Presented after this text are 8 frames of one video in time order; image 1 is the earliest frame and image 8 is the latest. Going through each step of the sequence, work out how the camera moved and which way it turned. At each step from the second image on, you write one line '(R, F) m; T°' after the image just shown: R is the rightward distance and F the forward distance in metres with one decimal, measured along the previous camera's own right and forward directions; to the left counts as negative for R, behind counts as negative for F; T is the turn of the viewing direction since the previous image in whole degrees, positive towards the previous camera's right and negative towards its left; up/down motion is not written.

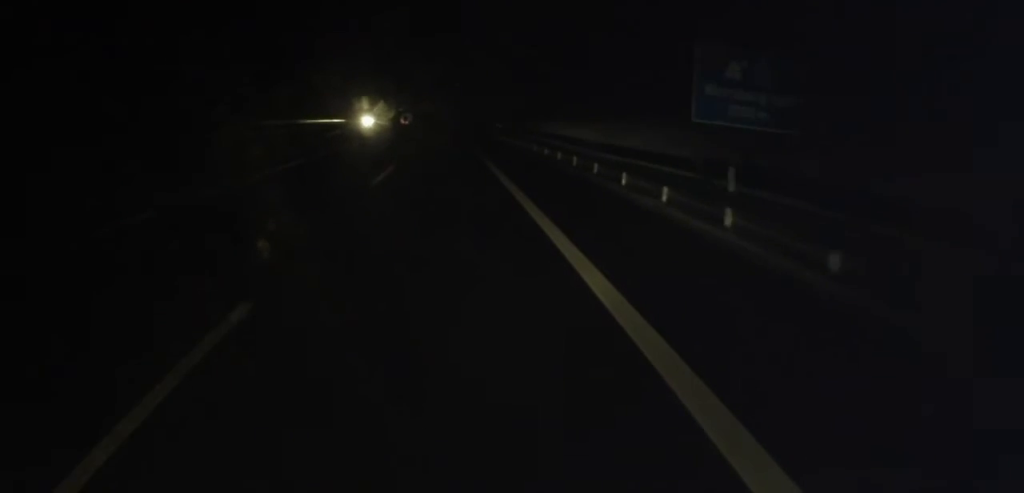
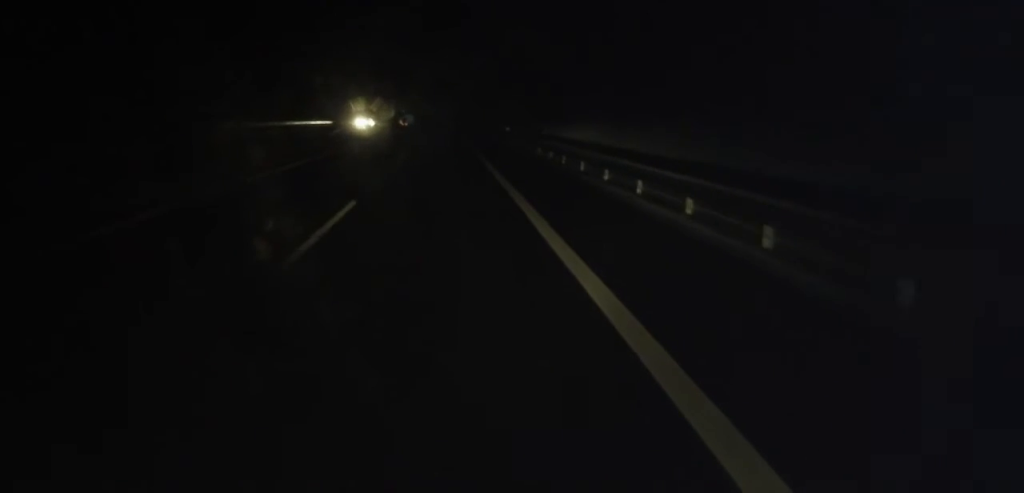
(+0.1, +9.8) m; 0°
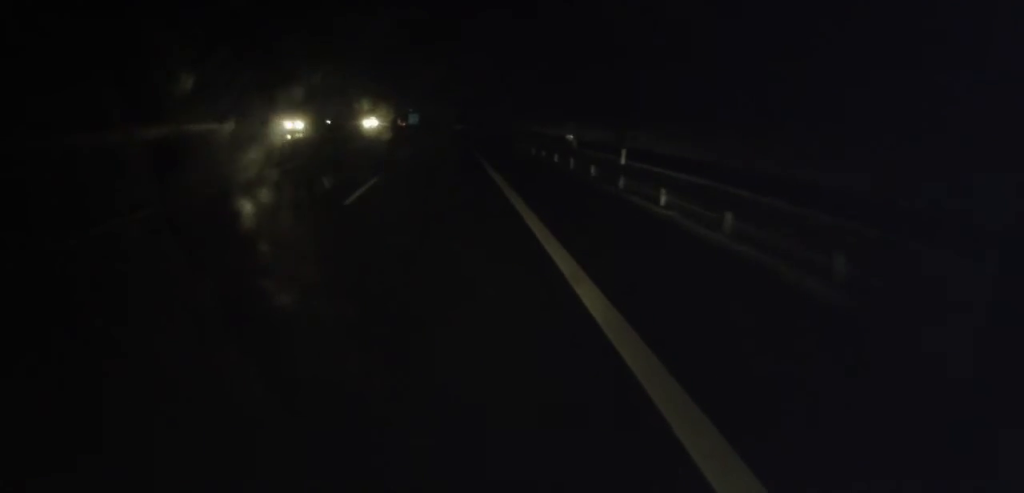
(-0.1, +30.1) m; 0°
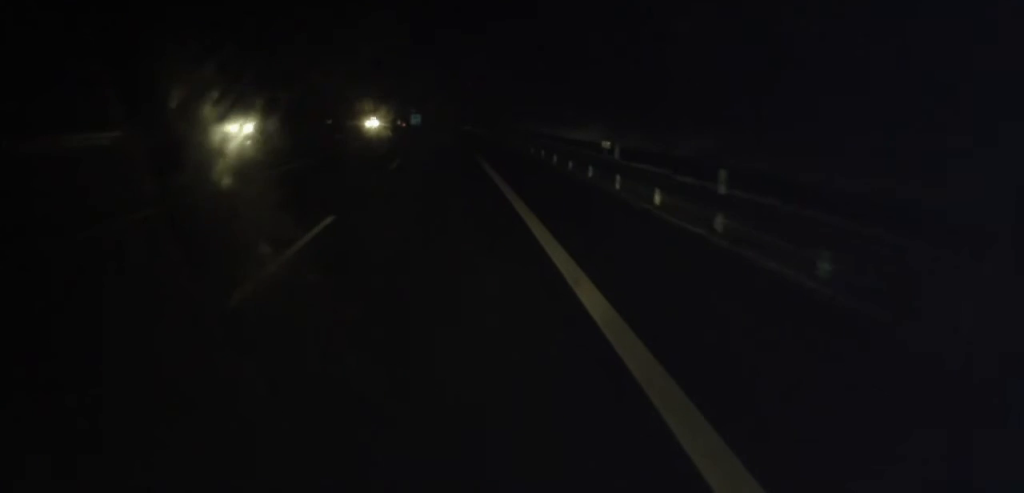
(+0.1, +7.4) m; 0°
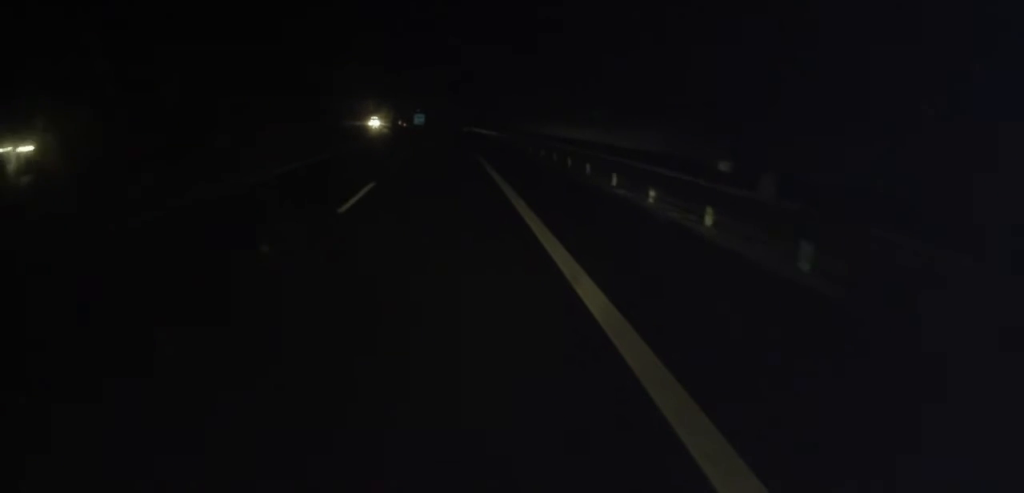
(-0.1, +11.1) m; -2°
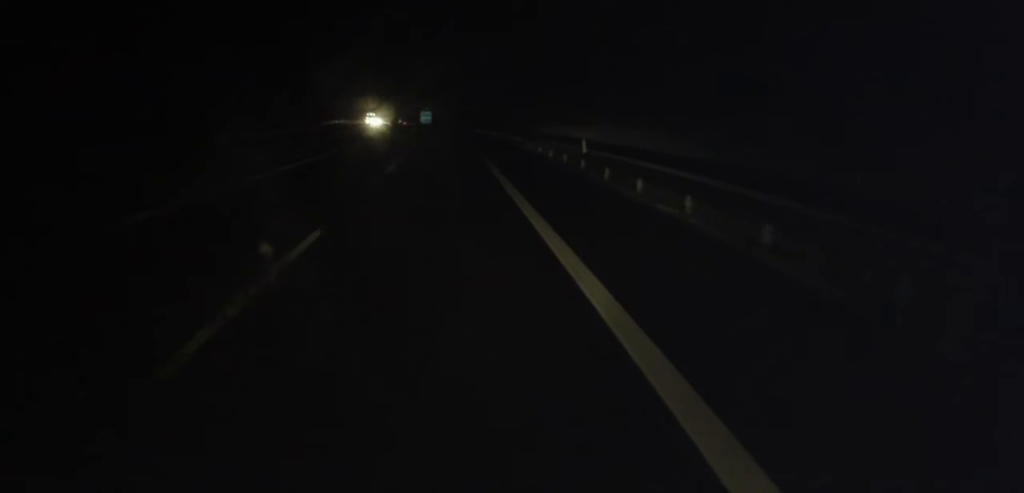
(-0.9, +25.5) m; -3°
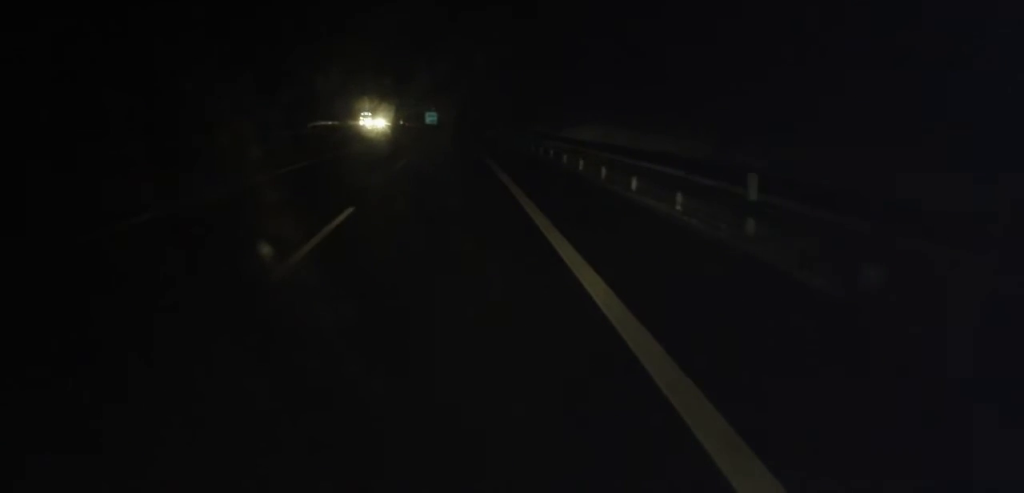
(-0.1, +14.6) m; +1°
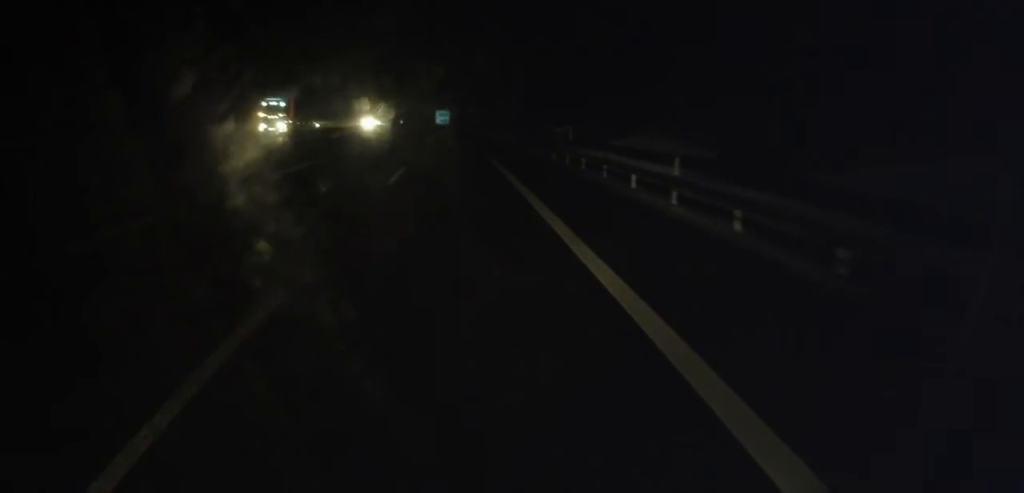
(+0.1, +42.2) m; 0°
